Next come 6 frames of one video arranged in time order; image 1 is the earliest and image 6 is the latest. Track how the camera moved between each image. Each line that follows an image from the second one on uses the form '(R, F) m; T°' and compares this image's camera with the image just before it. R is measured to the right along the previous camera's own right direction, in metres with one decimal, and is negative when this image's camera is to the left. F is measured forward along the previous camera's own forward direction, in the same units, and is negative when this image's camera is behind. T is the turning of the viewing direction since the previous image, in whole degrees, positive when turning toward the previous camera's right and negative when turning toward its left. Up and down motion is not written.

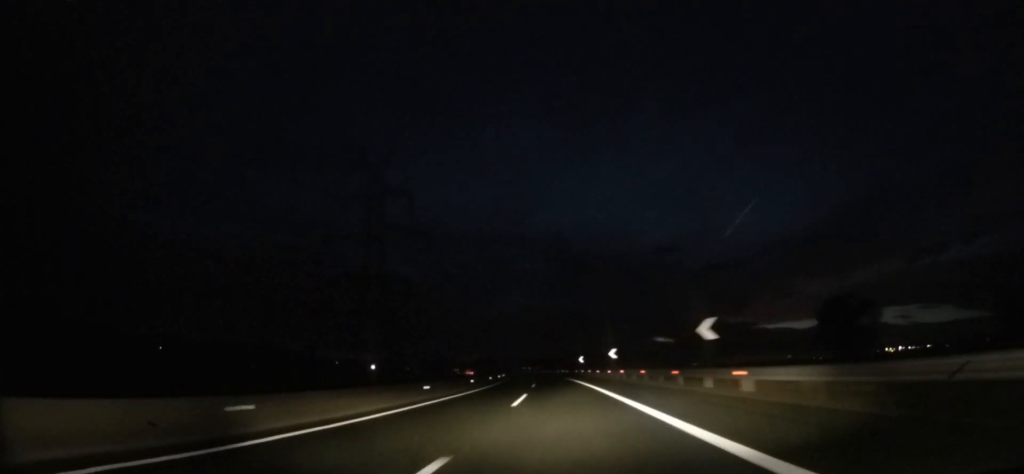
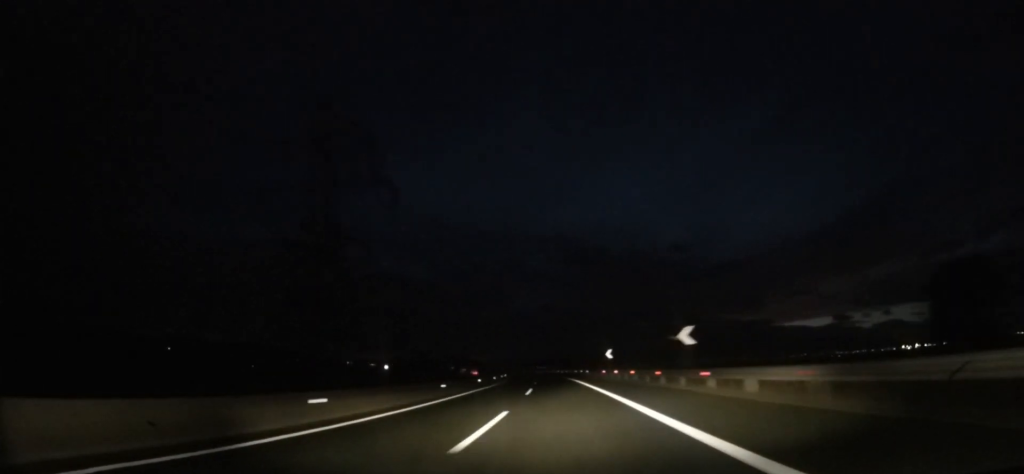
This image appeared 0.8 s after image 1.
(-0.3, +36.6) m; -2°
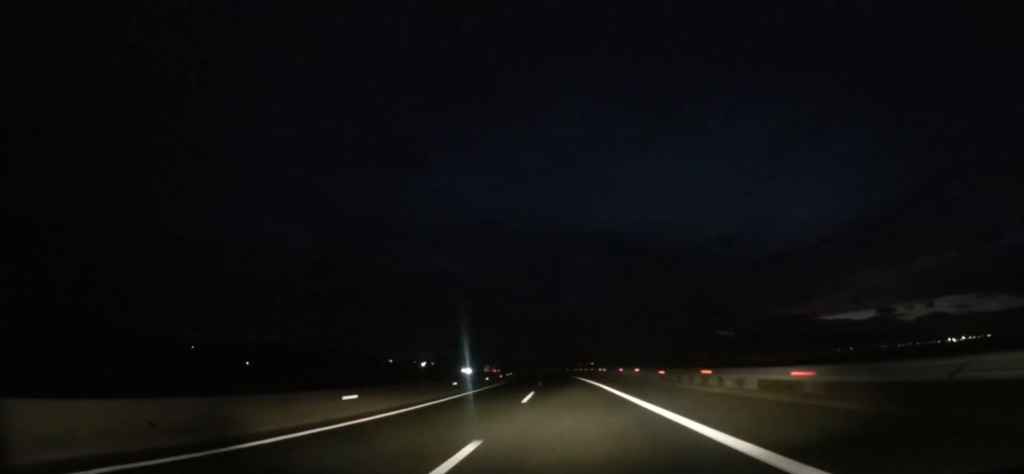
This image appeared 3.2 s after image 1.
(-4.0, +93.7) m; -5°
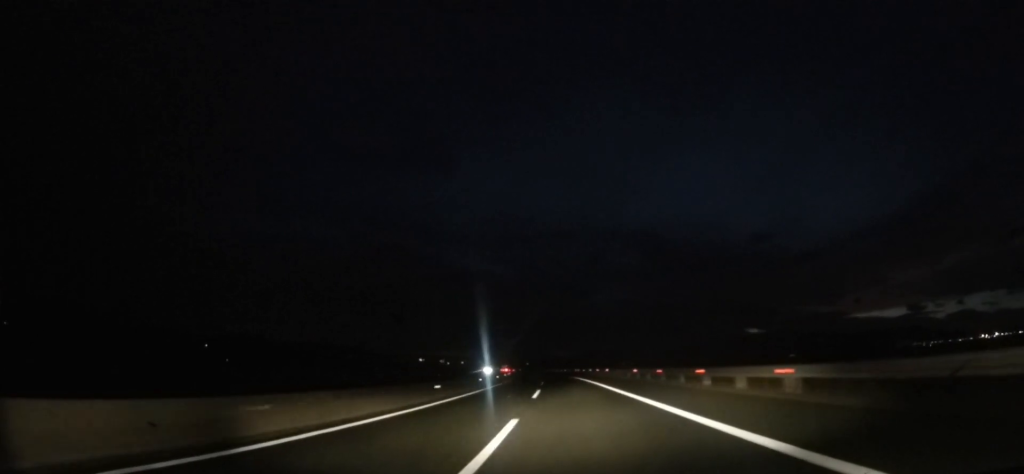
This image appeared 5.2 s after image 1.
(-2.7, +53.1) m; -4°
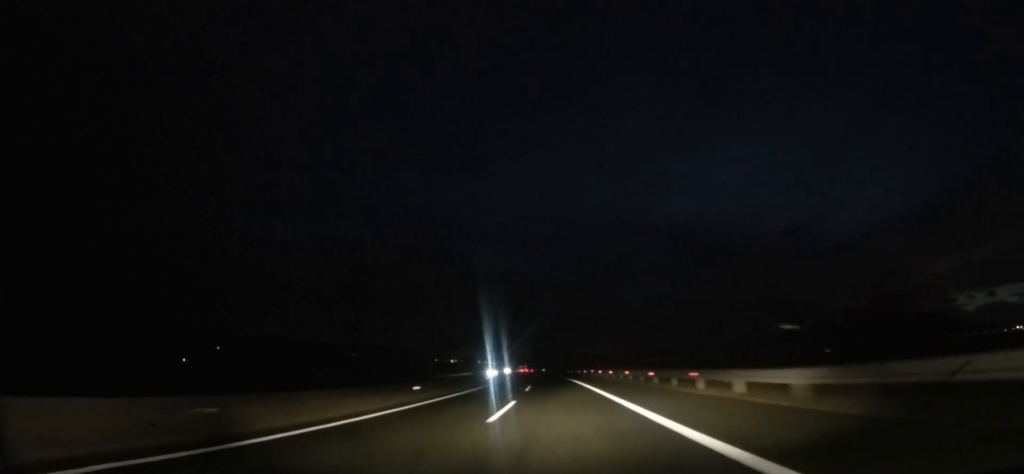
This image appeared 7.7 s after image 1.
(-1.3, +69.1) m; -3°
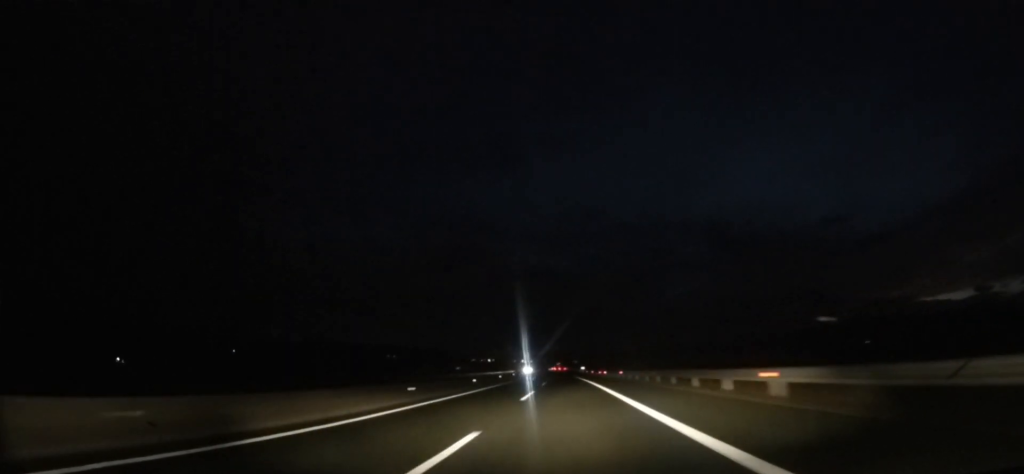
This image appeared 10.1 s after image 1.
(-3.3, +72.0) m; -4°
